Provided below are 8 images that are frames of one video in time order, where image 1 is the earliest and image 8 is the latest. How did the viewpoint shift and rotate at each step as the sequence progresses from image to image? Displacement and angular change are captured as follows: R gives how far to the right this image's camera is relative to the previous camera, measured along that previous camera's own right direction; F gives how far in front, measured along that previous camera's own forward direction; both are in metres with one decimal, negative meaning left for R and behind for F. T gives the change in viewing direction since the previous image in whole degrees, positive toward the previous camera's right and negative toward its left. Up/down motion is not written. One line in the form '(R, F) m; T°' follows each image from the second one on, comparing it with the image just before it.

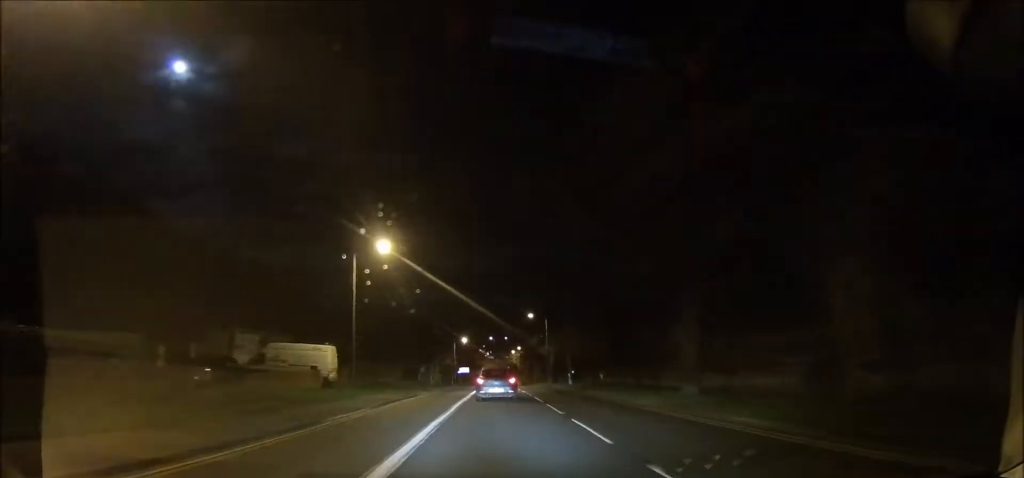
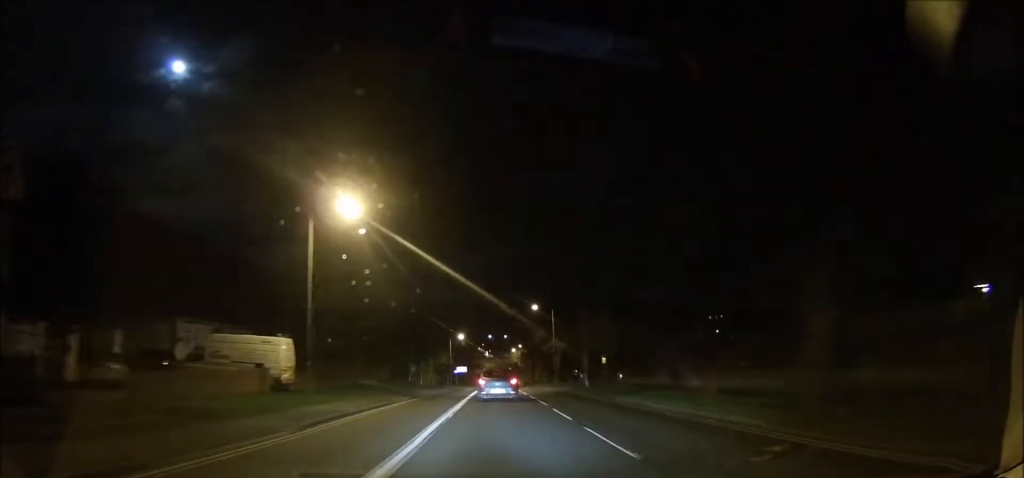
(0.0, +7.3) m; -2°
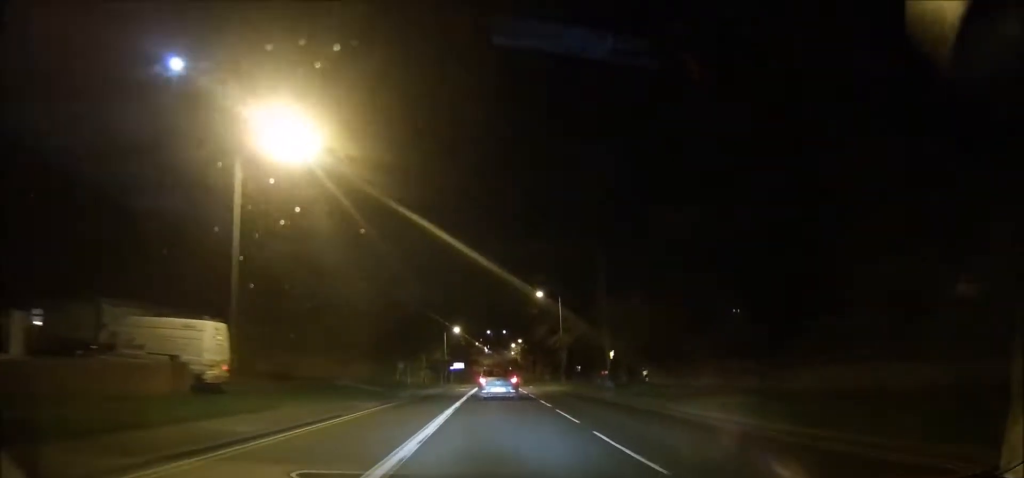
(+0.1, +6.8) m; -1°
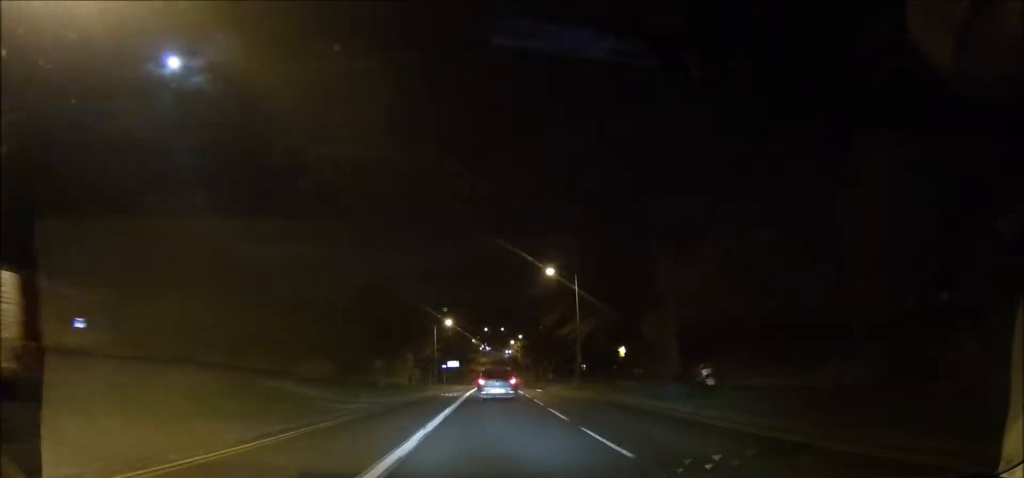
(-0.6, +10.2) m; 0°
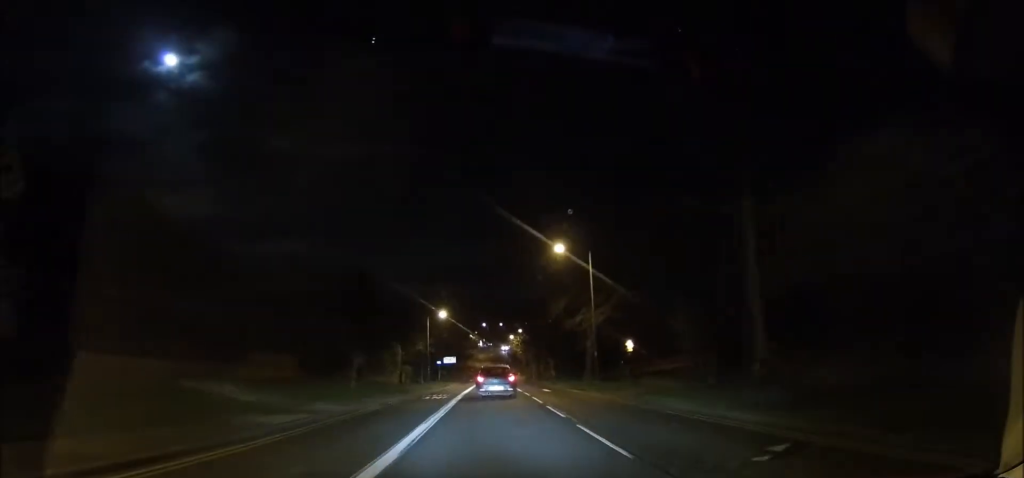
(0.0, +5.8) m; +1°
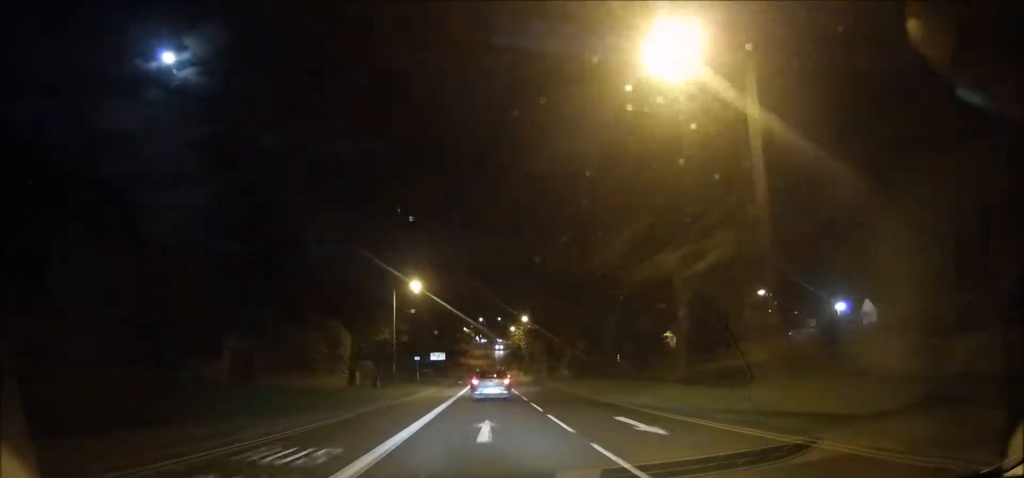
(+1.0, +19.6) m; +1°
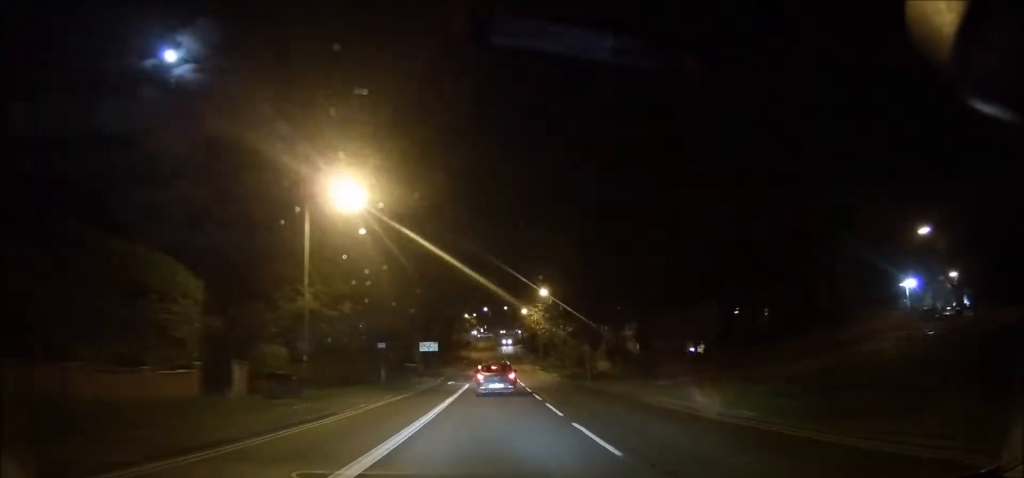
(-1.0, +20.9) m; -2°
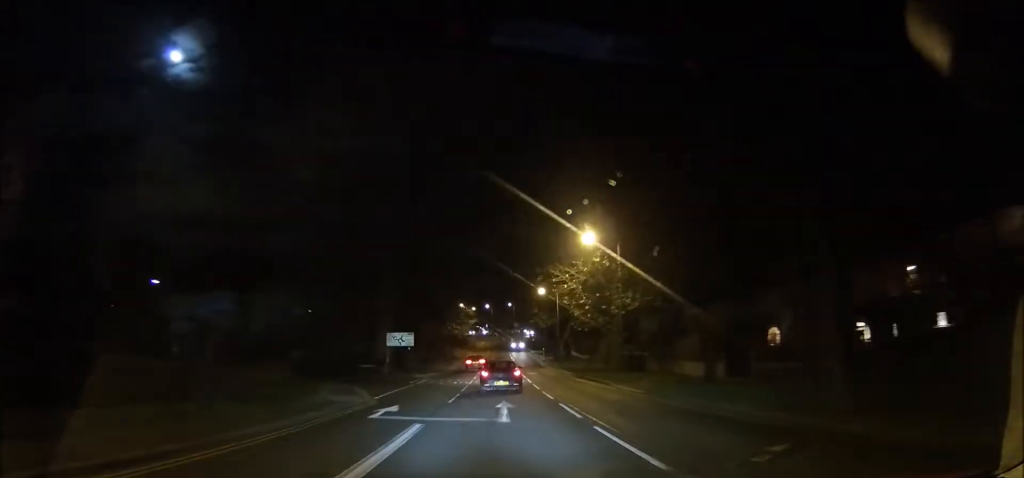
(+0.4, +23.9) m; 0°
